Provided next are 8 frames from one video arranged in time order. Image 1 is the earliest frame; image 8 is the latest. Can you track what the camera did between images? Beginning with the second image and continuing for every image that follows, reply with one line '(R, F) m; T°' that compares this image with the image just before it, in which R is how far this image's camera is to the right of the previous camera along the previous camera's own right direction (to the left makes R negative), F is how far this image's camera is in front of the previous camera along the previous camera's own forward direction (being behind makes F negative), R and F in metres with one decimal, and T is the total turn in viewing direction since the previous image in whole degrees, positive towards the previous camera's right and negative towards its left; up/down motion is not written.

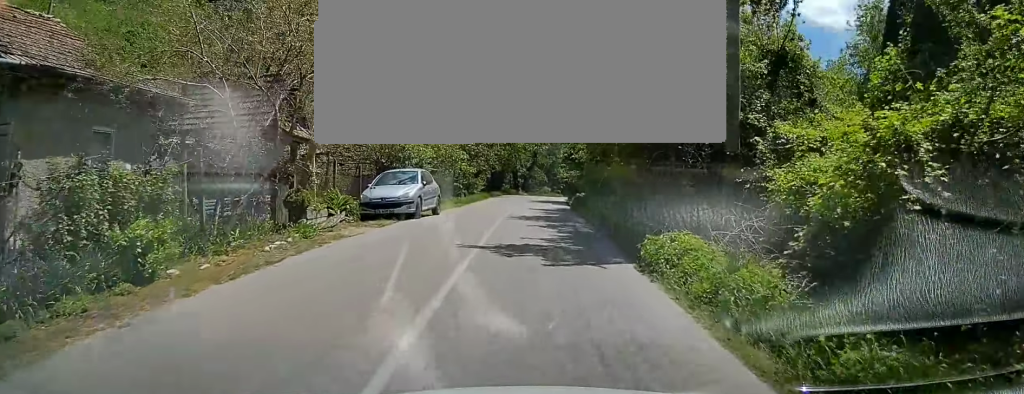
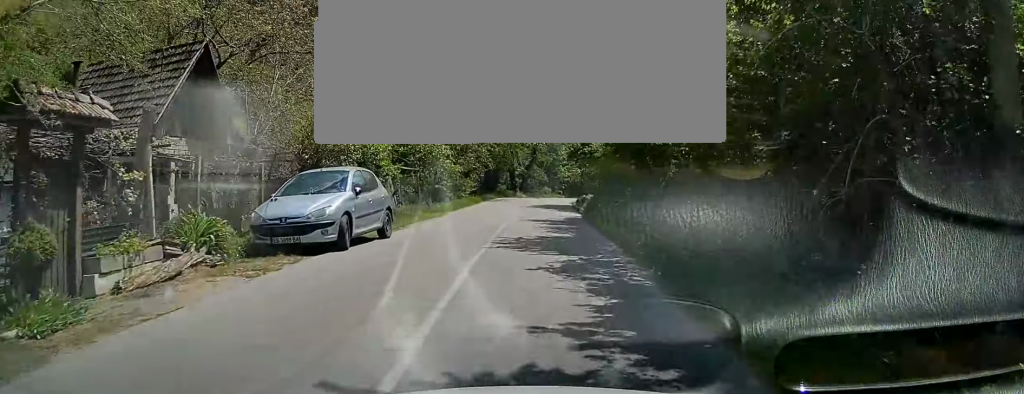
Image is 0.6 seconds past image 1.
(0.0, +7.3) m; +1°
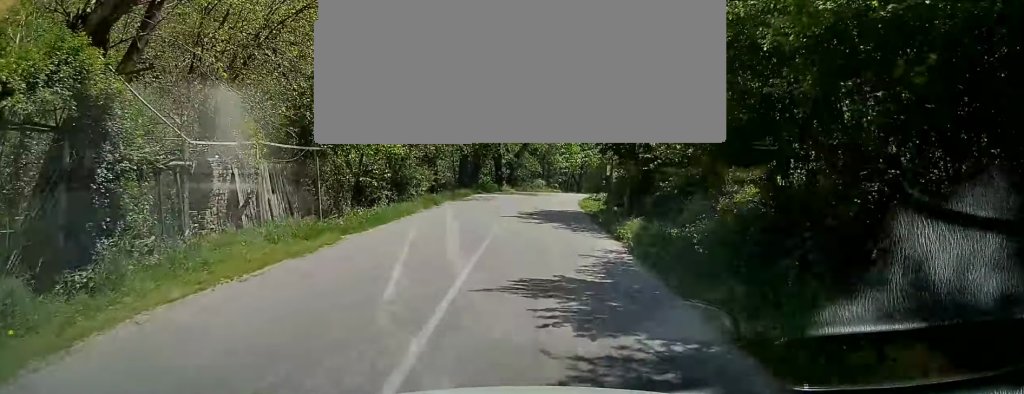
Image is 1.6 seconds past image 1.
(+0.3, +13.4) m; +2°
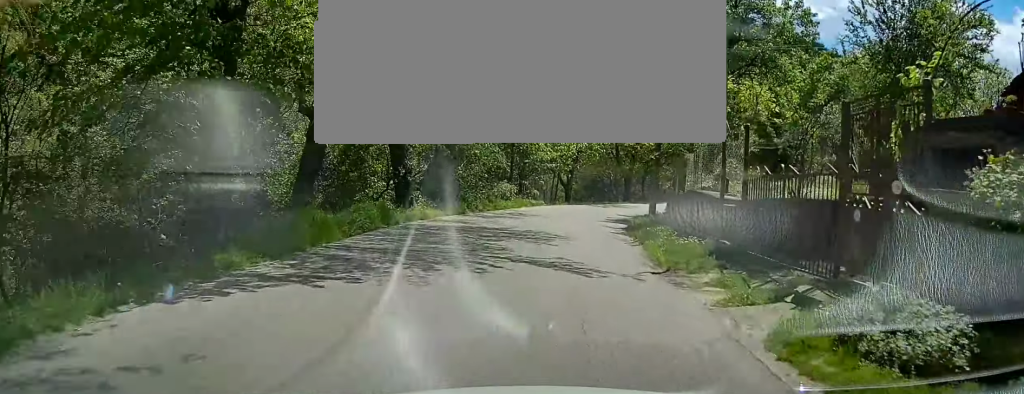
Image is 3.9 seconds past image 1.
(+0.5, +30.3) m; +3°
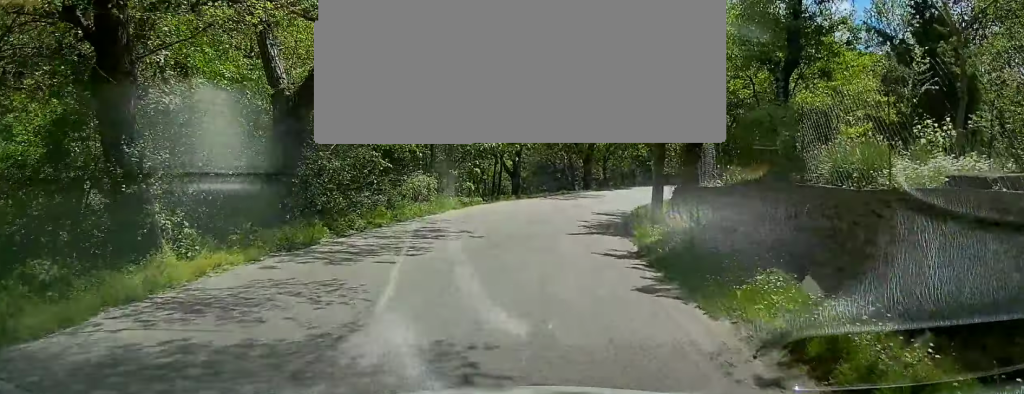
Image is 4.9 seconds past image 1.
(+0.5, +11.9) m; +2°
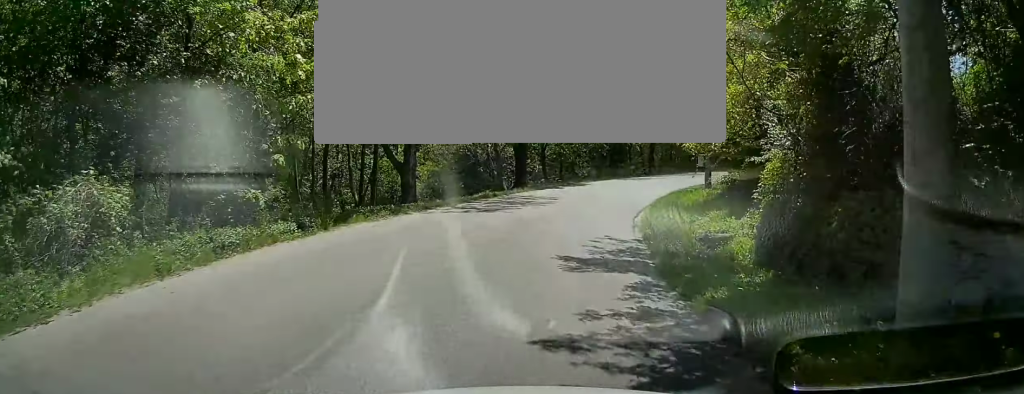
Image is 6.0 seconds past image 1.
(+0.8, +14.5) m; +15°
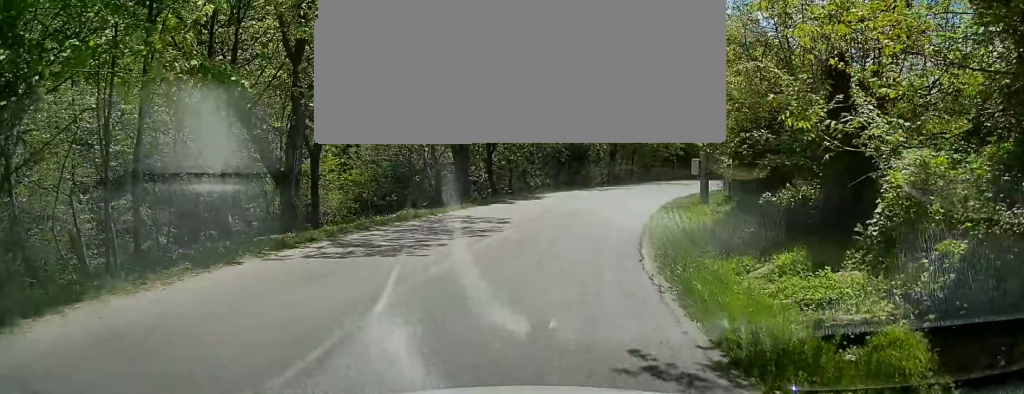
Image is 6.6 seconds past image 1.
(+1.4, +7.0) m; +8°
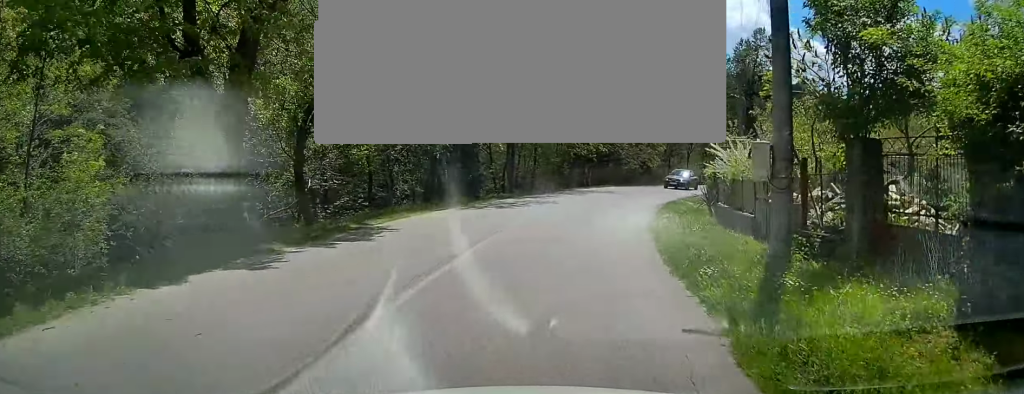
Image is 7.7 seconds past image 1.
(+1.0, +14.3) m; +4°
